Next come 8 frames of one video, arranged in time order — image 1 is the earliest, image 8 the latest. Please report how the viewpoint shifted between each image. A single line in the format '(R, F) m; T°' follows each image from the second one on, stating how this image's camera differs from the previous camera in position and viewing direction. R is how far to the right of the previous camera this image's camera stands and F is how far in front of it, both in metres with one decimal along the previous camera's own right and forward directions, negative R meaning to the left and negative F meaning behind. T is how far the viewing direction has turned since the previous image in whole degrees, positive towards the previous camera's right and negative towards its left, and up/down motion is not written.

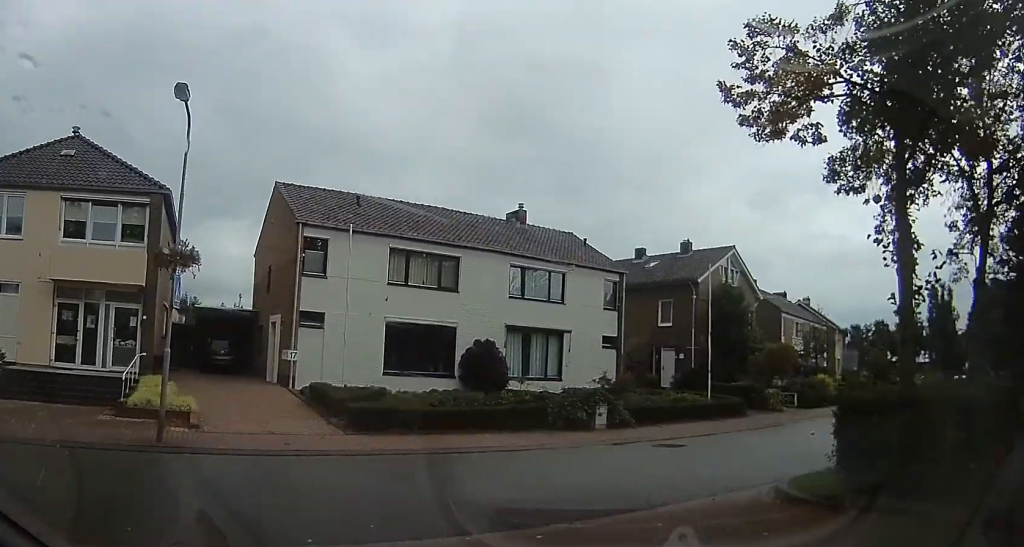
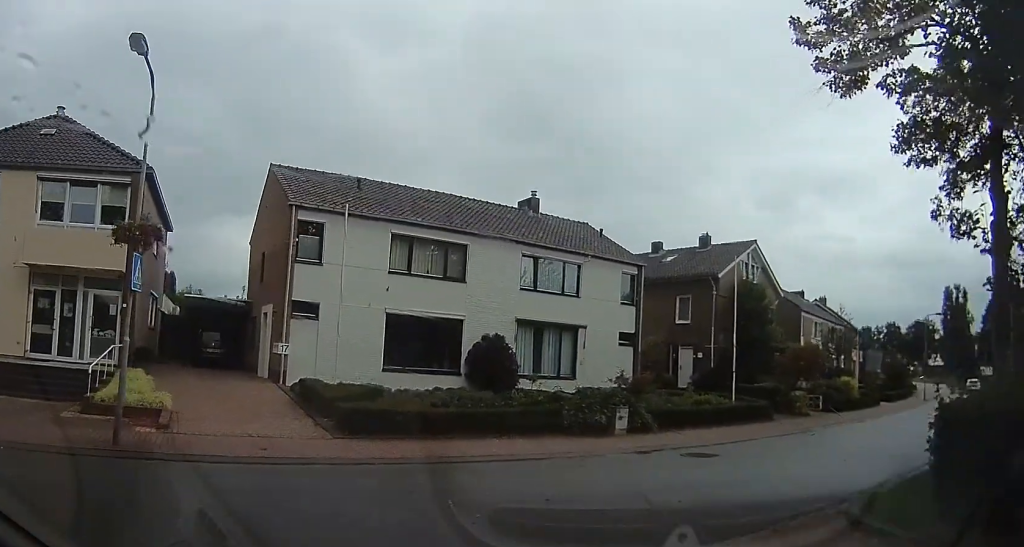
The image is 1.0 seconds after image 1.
(+0.1, +2.0) m; +6°
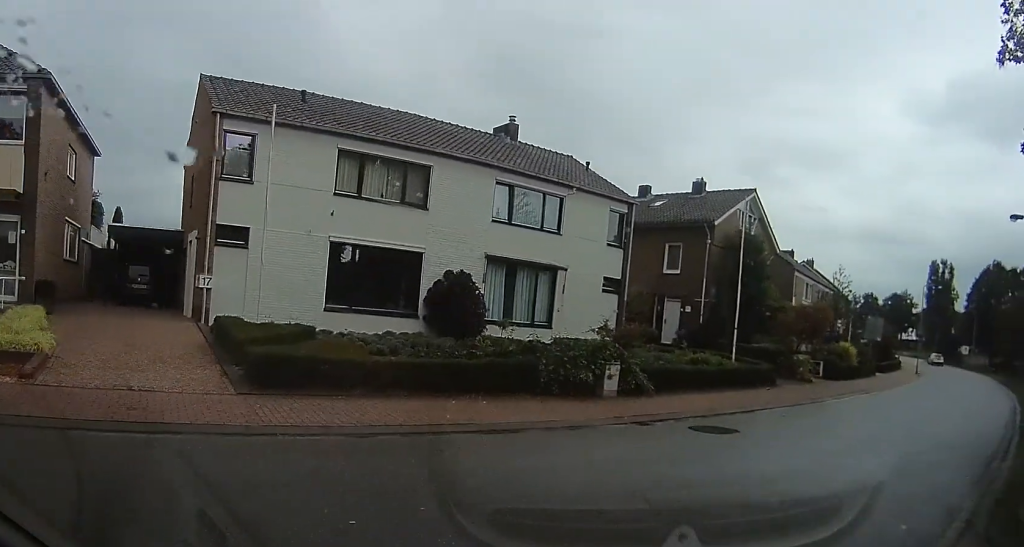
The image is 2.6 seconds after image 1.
(+0.3, +3.3) m; +13°
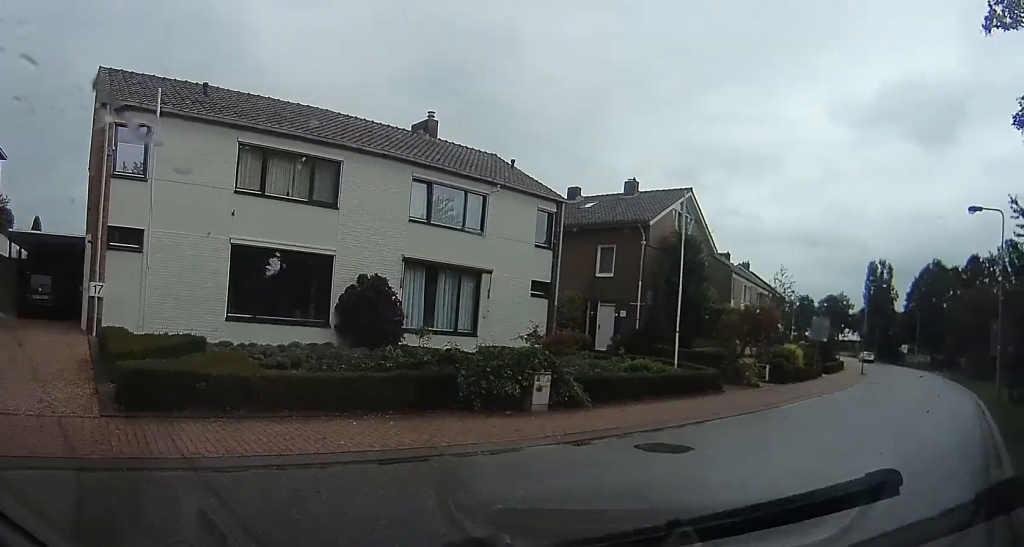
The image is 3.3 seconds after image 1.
(0.0, +1.6) m; +6°
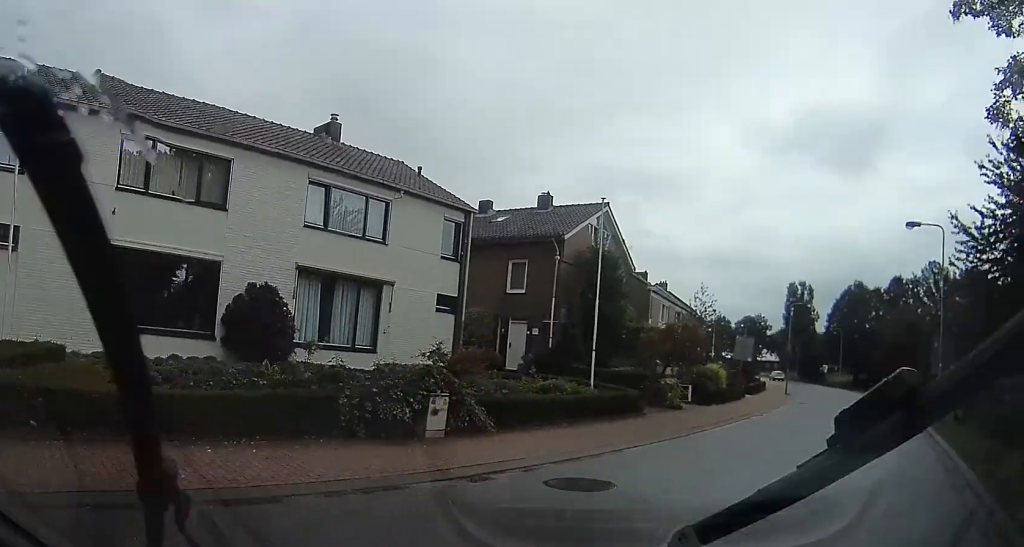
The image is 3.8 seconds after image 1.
(+0.1, +1.5) m; +3°
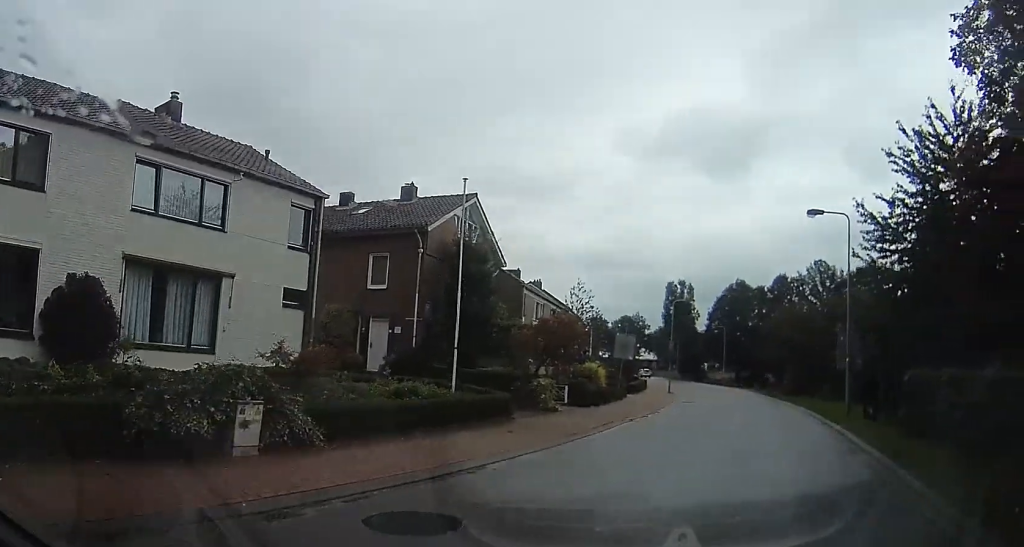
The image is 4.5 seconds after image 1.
(+0.1, +2.0) m; +3°
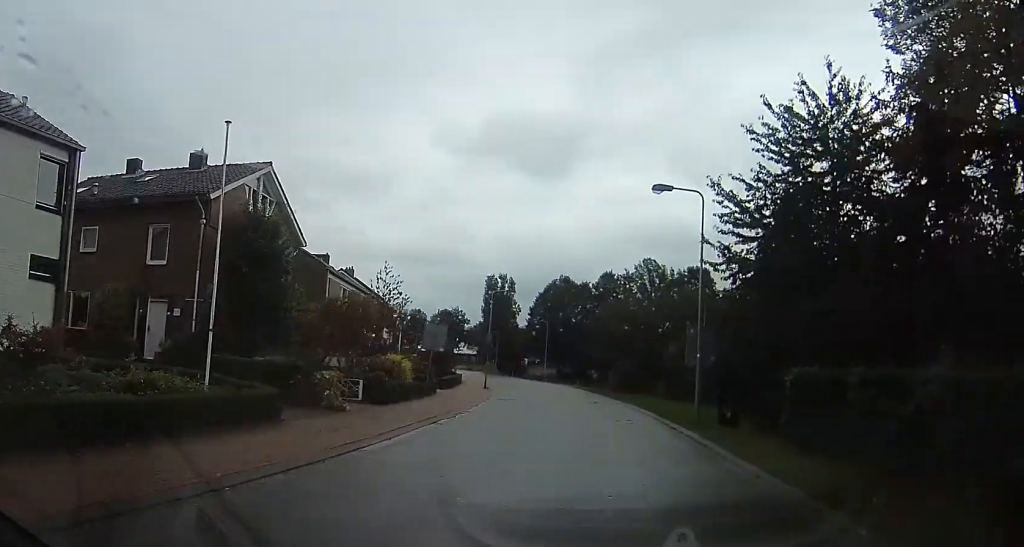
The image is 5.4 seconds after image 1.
(0.0, +2.9) m; +4°
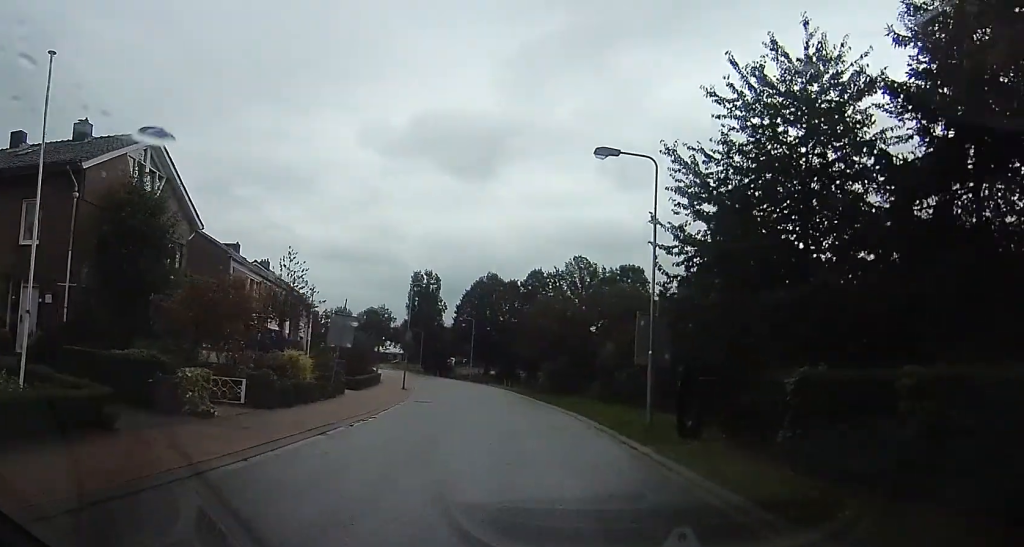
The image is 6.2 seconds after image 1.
(+0.2, +2.7) m; +5°
